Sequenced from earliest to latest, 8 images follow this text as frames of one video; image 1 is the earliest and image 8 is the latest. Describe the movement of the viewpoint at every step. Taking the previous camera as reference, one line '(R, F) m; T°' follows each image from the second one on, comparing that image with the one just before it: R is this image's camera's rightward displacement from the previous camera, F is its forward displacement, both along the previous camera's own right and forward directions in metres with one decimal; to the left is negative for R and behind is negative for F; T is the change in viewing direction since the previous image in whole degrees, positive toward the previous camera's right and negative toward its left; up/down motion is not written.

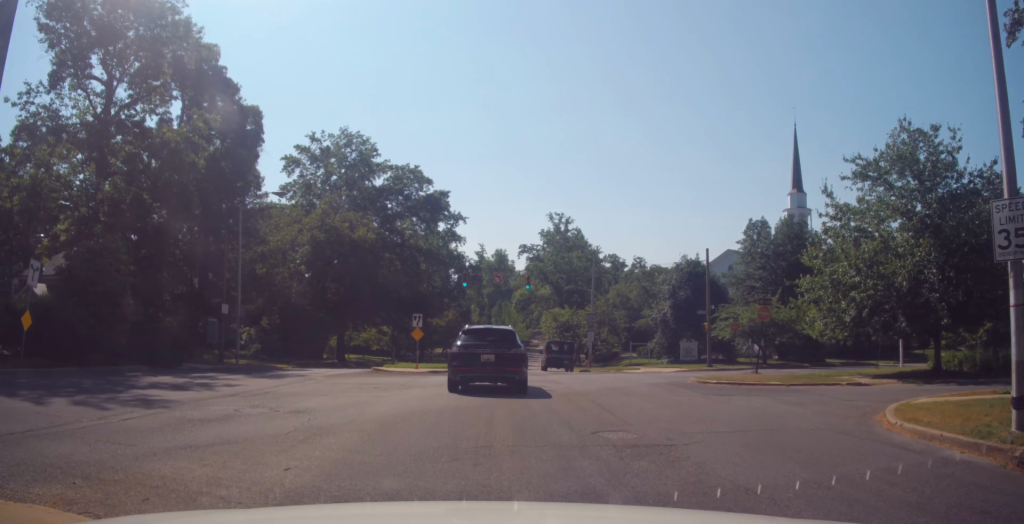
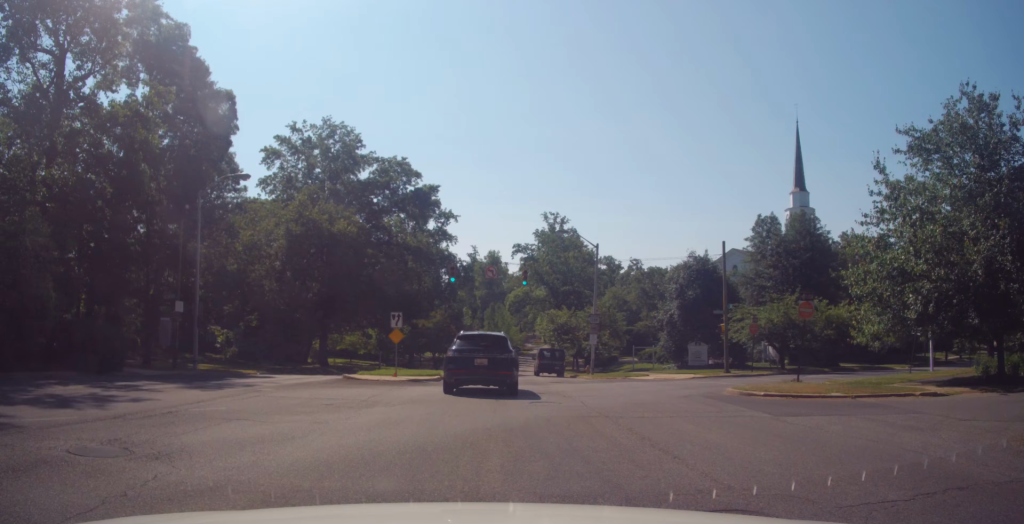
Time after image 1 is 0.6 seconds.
(+0.2, +4.5) m; +3°
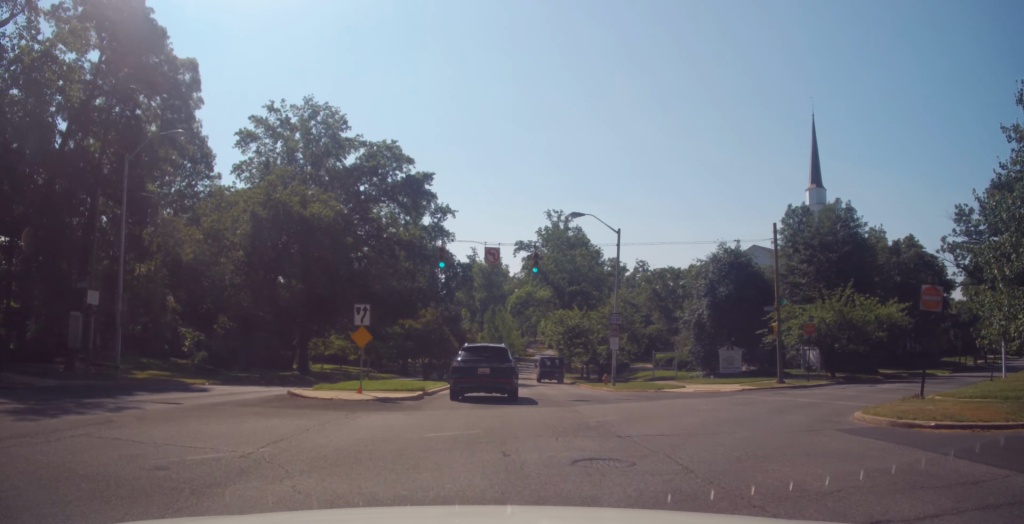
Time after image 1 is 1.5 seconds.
(+0.2, +7.2) m; +1°
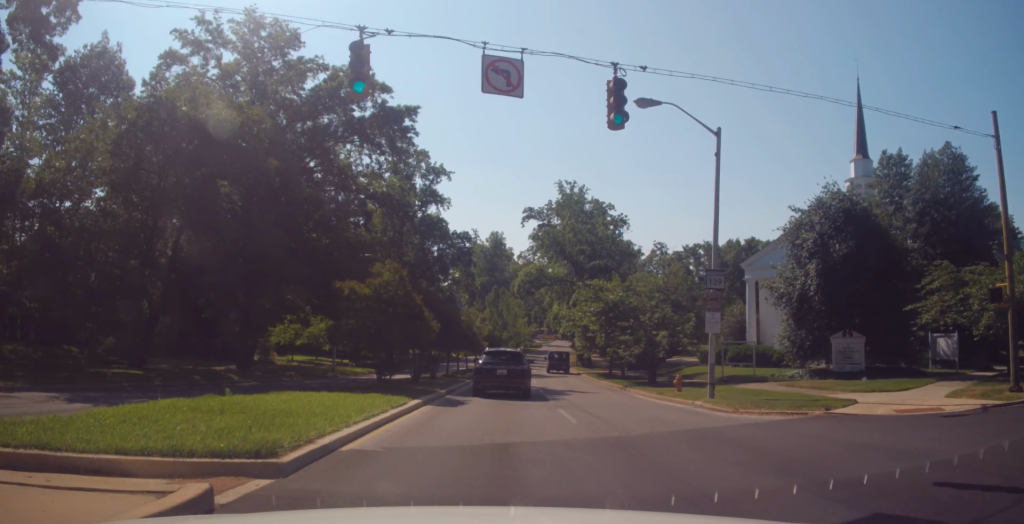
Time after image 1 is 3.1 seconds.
(-0.5, +15.5) m; -1°
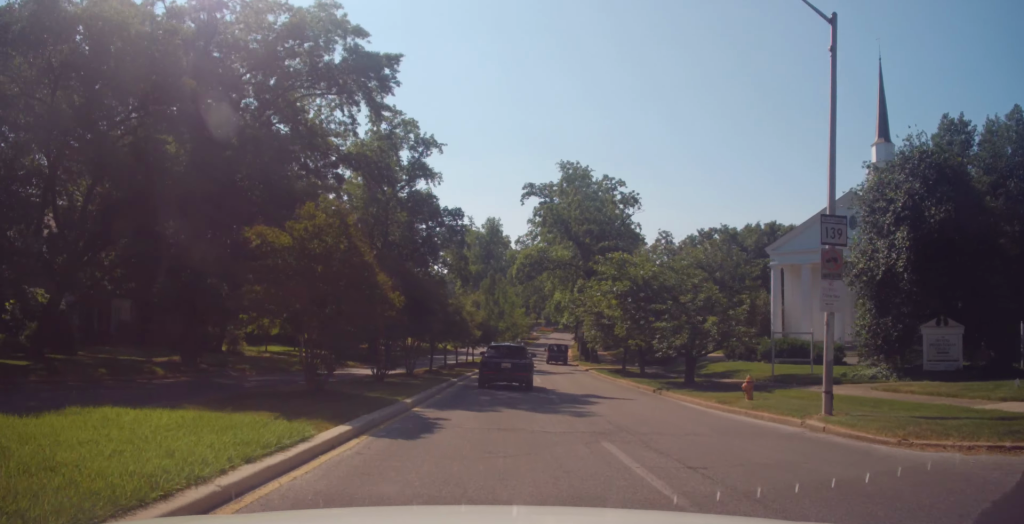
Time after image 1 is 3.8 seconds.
(+0.4, +7.8) m; +2°
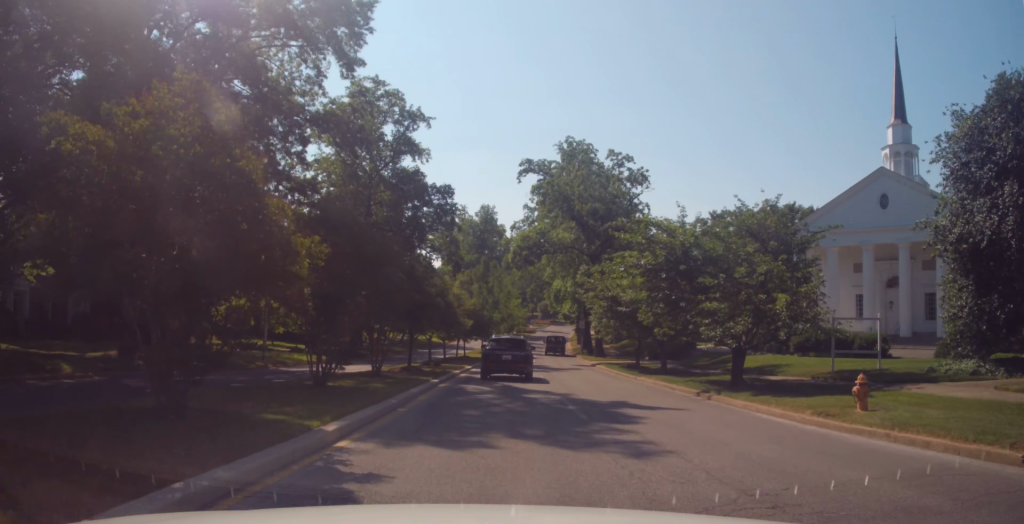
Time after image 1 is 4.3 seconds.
(+0.1, +6.2) m; +1°
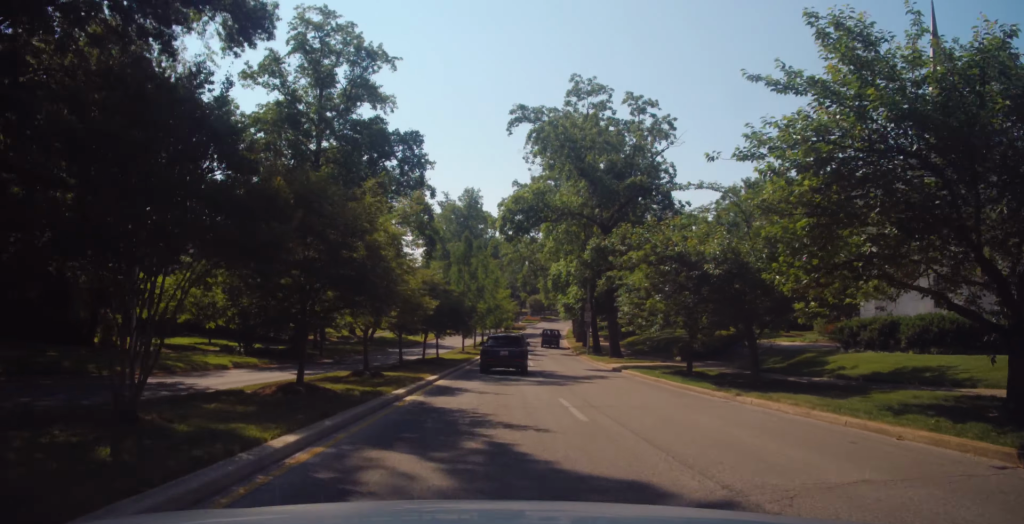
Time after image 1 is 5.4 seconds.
(0.0, +13.2) m; 0°
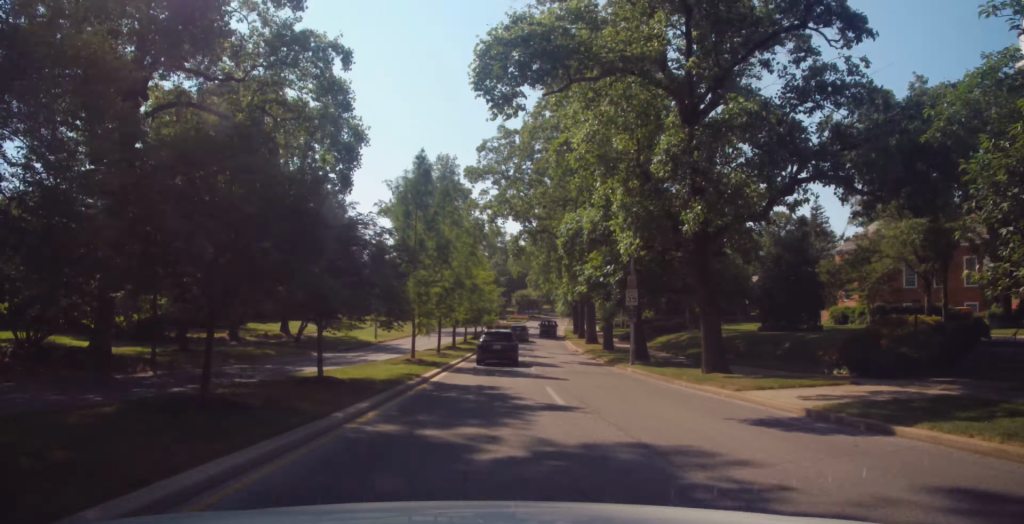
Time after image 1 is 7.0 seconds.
(0.0, +22.0) m; 0°
